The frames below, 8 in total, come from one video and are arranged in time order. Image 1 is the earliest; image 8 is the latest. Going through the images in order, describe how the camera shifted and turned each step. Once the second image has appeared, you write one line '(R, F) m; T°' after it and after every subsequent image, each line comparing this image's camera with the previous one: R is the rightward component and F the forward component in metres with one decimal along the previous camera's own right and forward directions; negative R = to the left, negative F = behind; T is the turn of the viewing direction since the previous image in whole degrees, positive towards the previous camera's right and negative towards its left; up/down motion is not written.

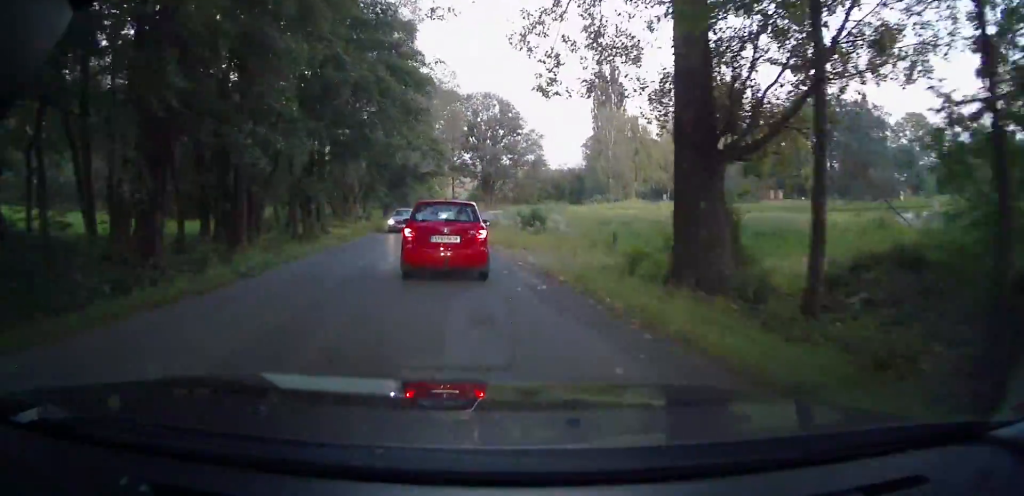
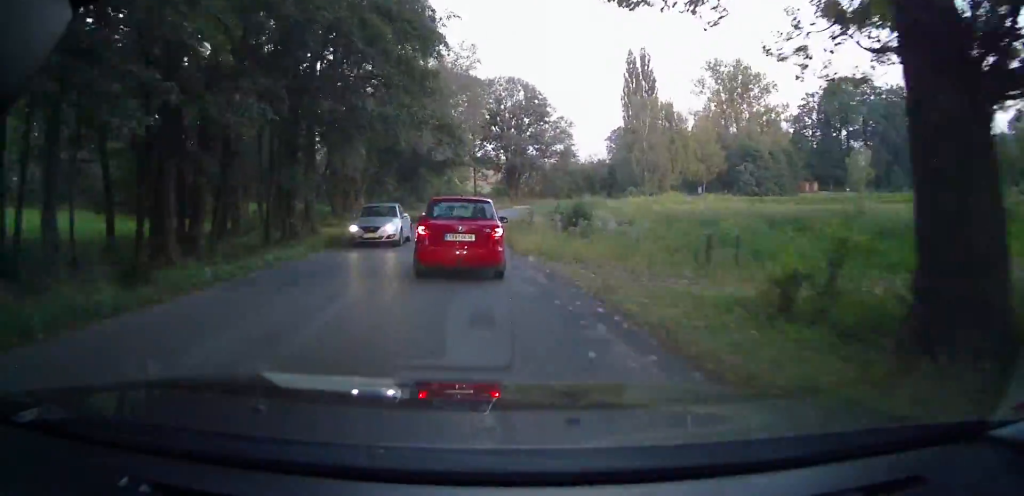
(-0.2, +8.2) m; -1°
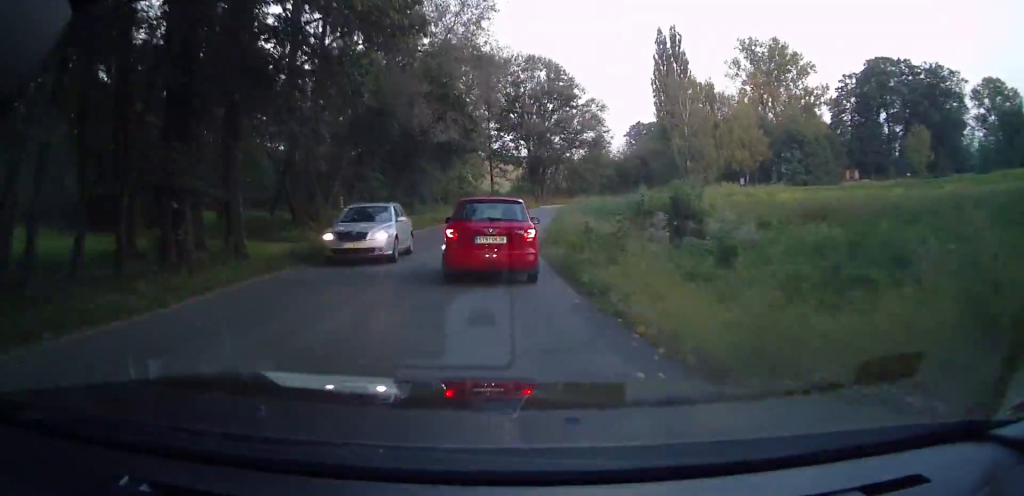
(0.0, +13.2) m; 0°
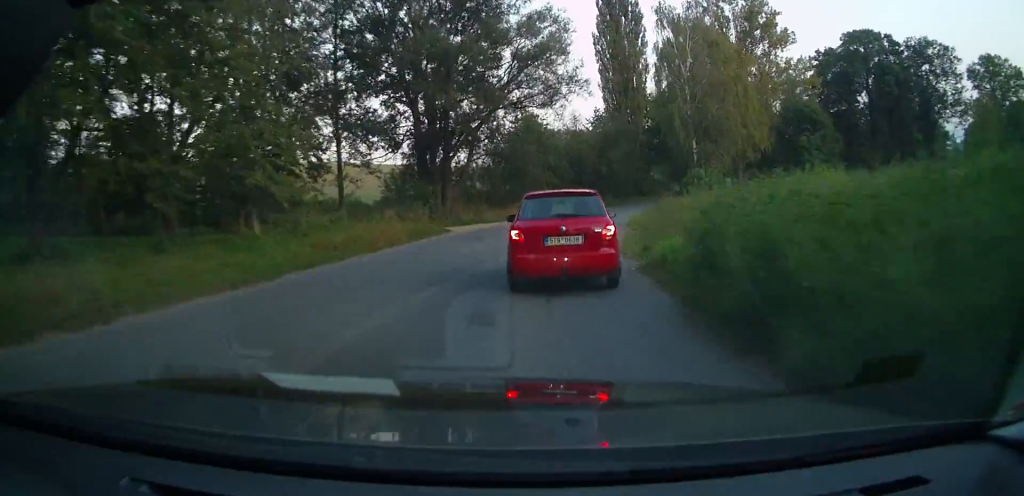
(0.0, +36.4) m; +7°
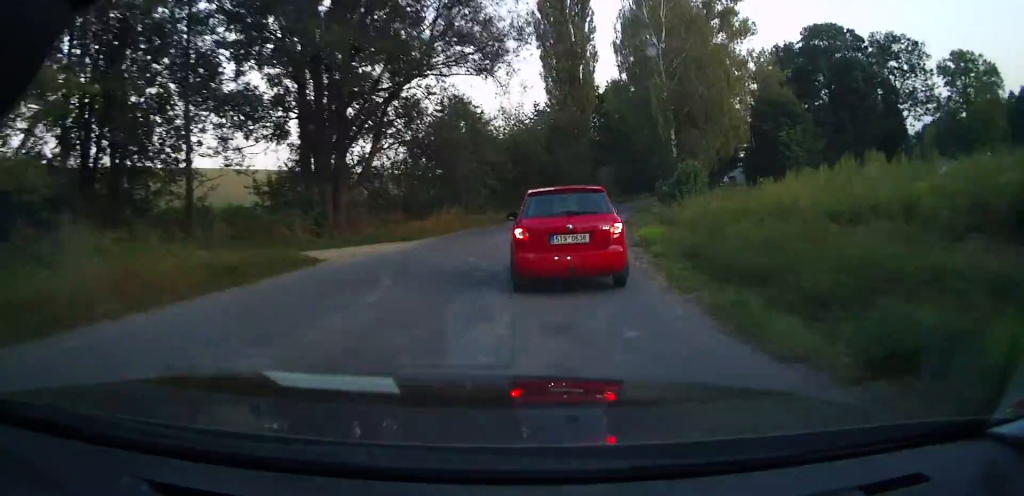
(+0.6, +10.7) m; +9°
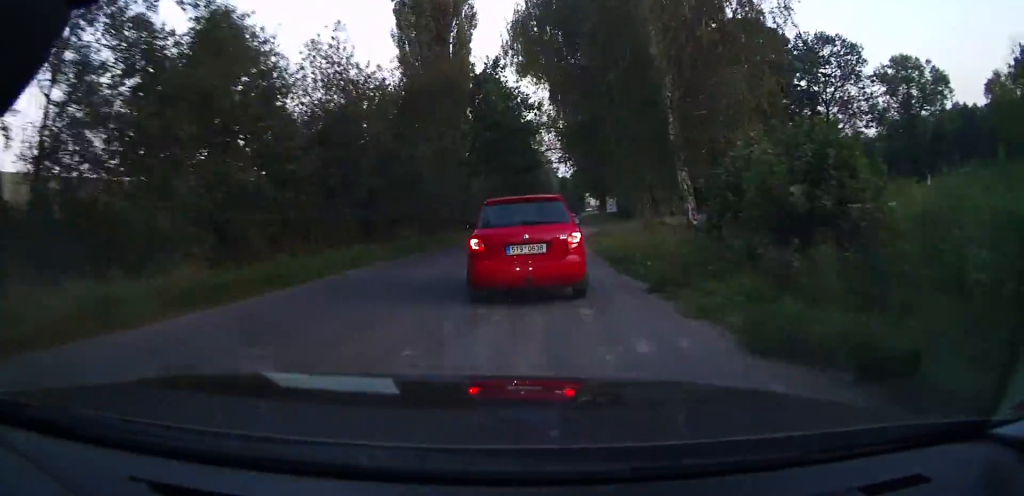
(+2.9, +20.7) m; +8°
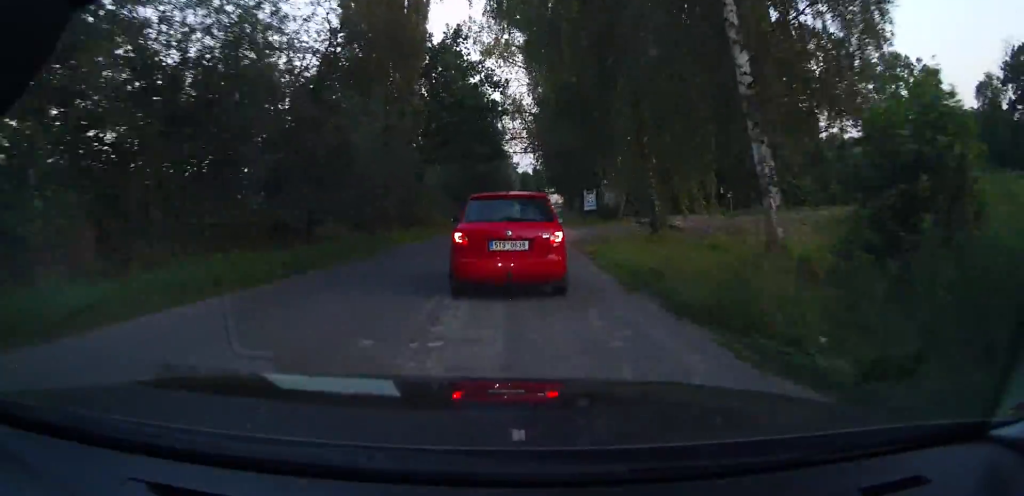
(0.0, +7.2) m; +1°
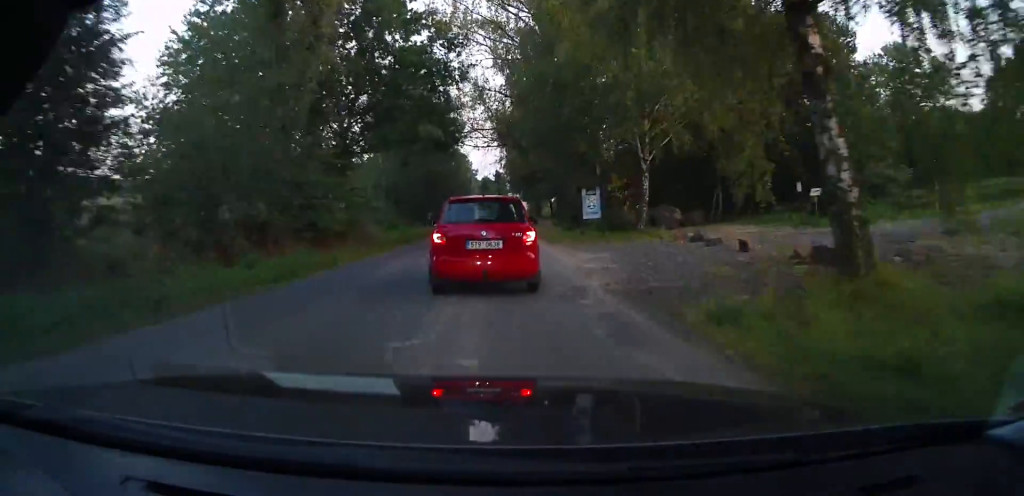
(+0.1, +12.7) m; +5°
